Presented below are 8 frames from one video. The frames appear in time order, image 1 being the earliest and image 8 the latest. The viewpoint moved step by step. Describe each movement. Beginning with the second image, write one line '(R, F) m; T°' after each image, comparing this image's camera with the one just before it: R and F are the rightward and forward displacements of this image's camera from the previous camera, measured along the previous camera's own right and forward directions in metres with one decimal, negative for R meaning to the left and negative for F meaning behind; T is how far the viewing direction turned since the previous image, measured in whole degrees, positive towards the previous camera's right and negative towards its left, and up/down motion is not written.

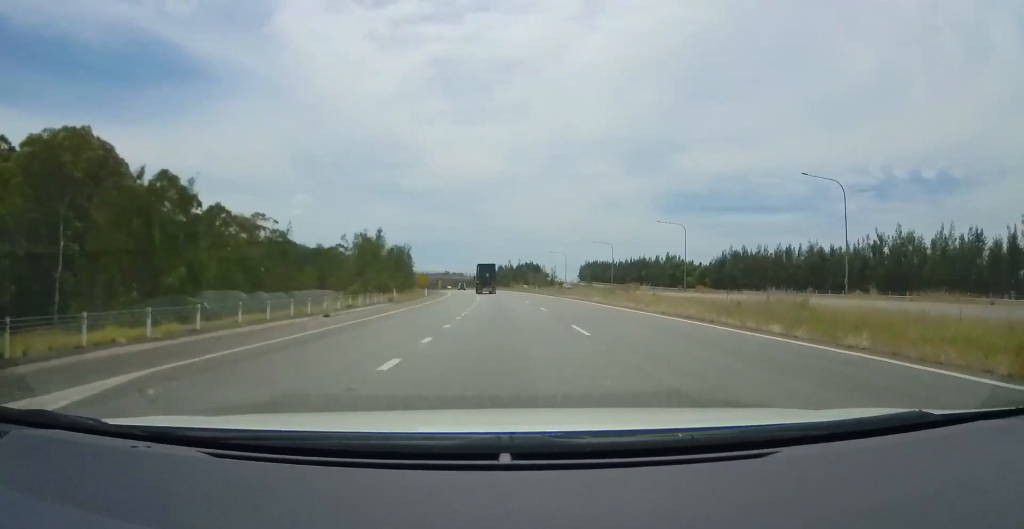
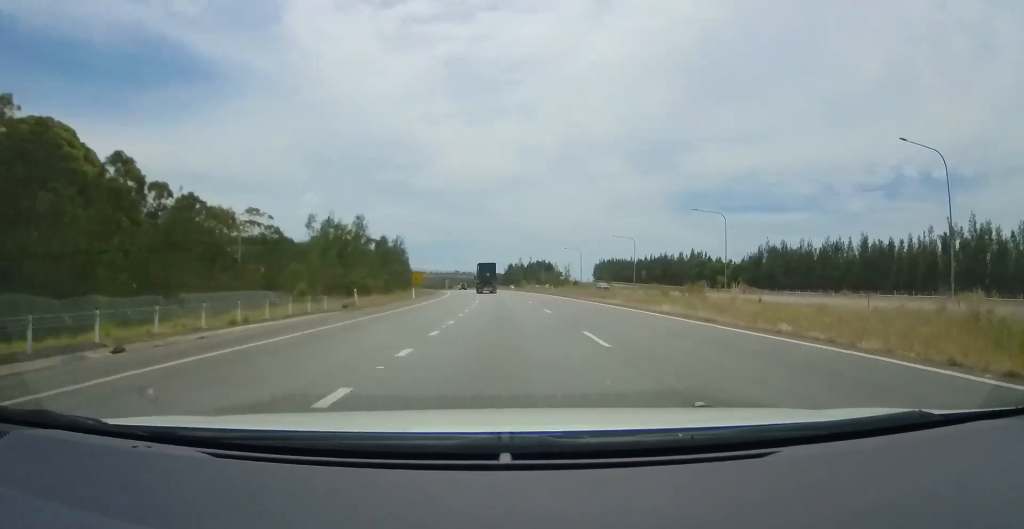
(+0.2, +15.5) m; -1°
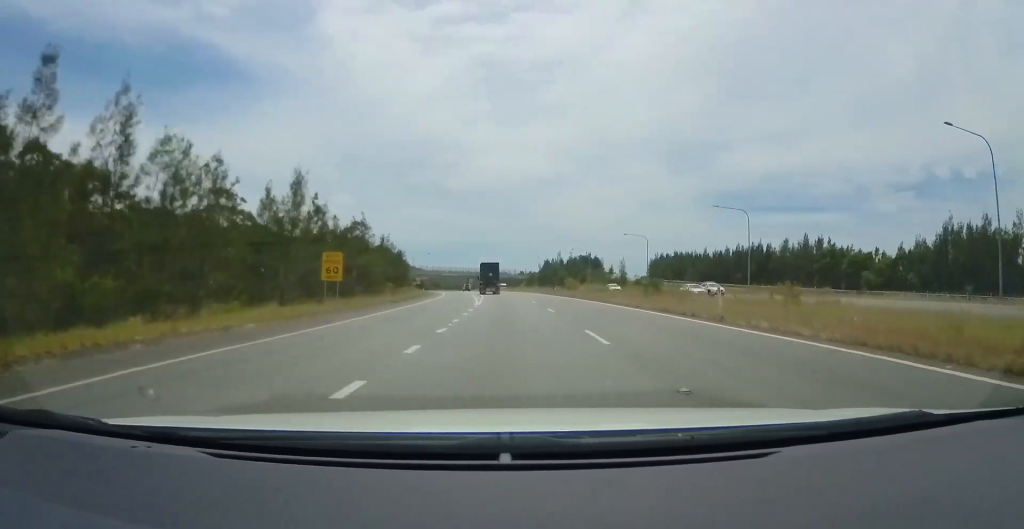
(-1.8, +49.0) m; -4°
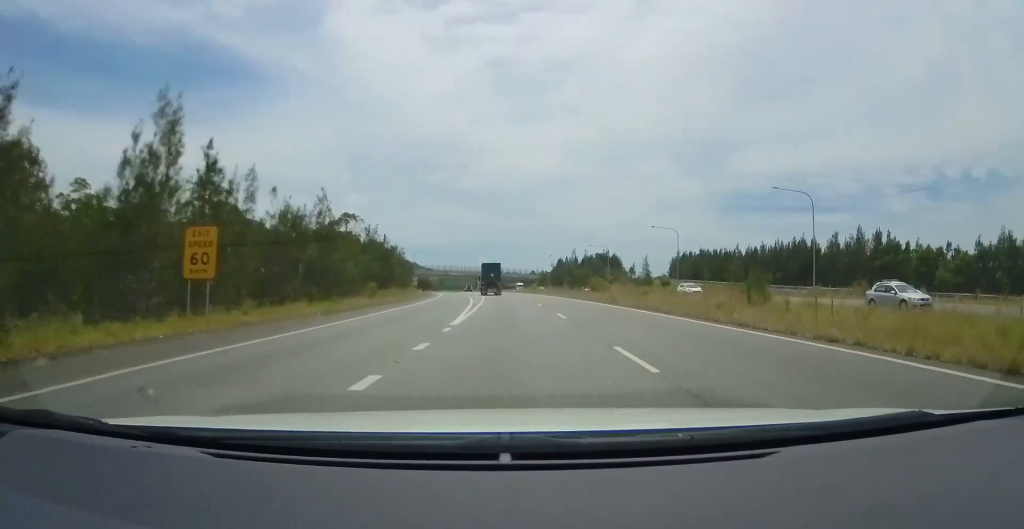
(-0.1, +15.6) m; -2°
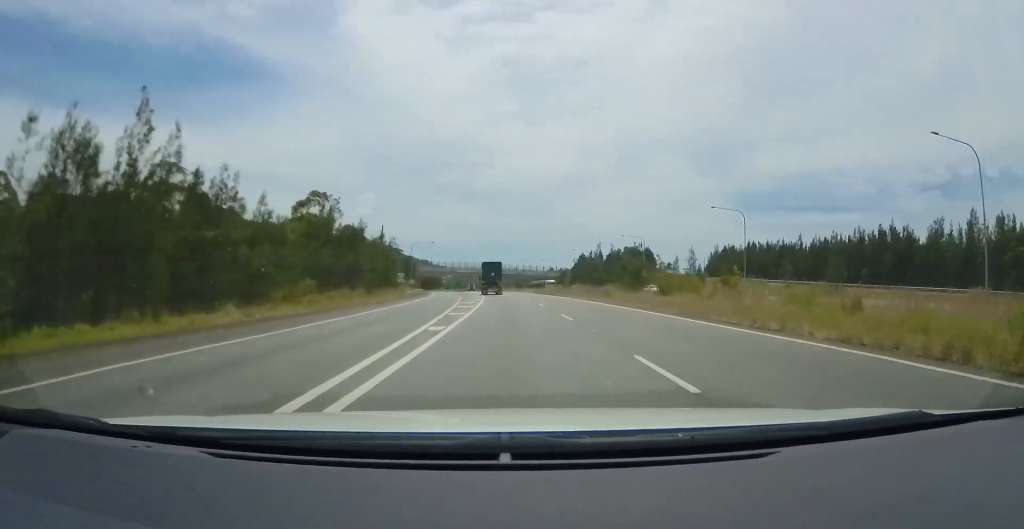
(-1.0, +26.4) m; -3°
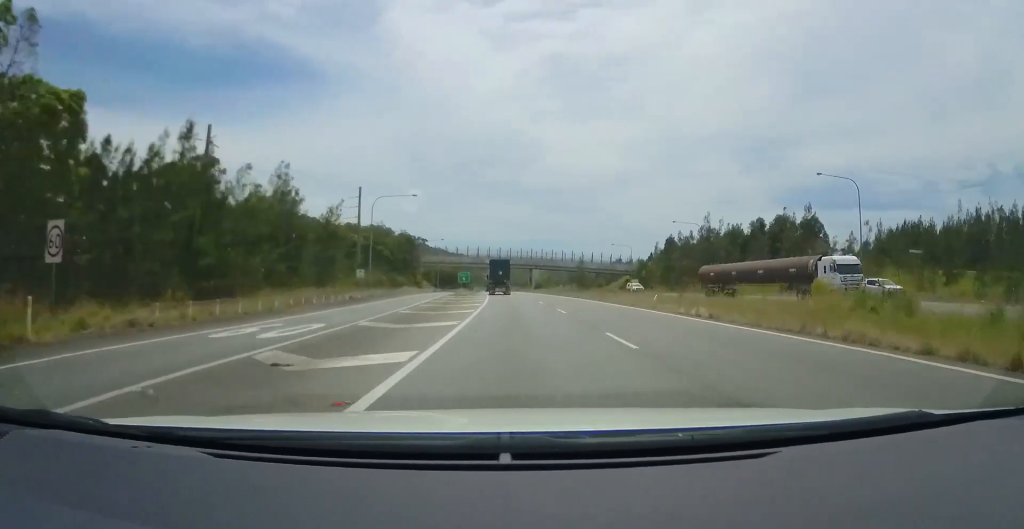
(-0.8, +69.9) m; -1°
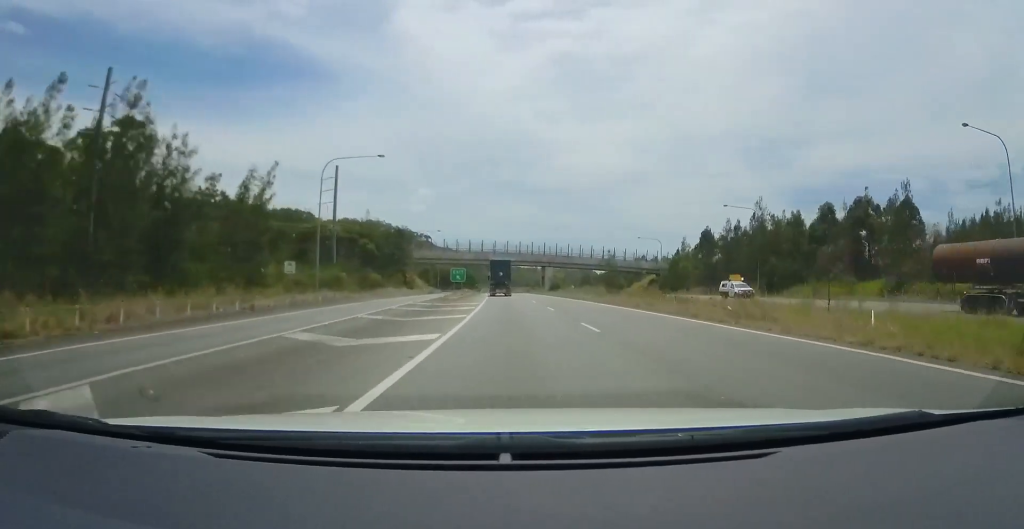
(-0.1, +21.6) m; -2°
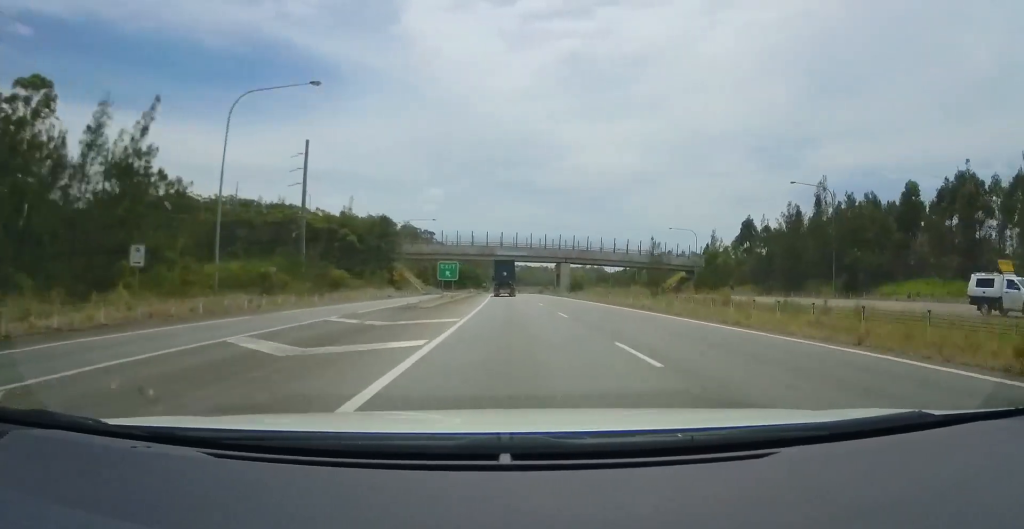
(-0.4, +18.0) m; -1°
